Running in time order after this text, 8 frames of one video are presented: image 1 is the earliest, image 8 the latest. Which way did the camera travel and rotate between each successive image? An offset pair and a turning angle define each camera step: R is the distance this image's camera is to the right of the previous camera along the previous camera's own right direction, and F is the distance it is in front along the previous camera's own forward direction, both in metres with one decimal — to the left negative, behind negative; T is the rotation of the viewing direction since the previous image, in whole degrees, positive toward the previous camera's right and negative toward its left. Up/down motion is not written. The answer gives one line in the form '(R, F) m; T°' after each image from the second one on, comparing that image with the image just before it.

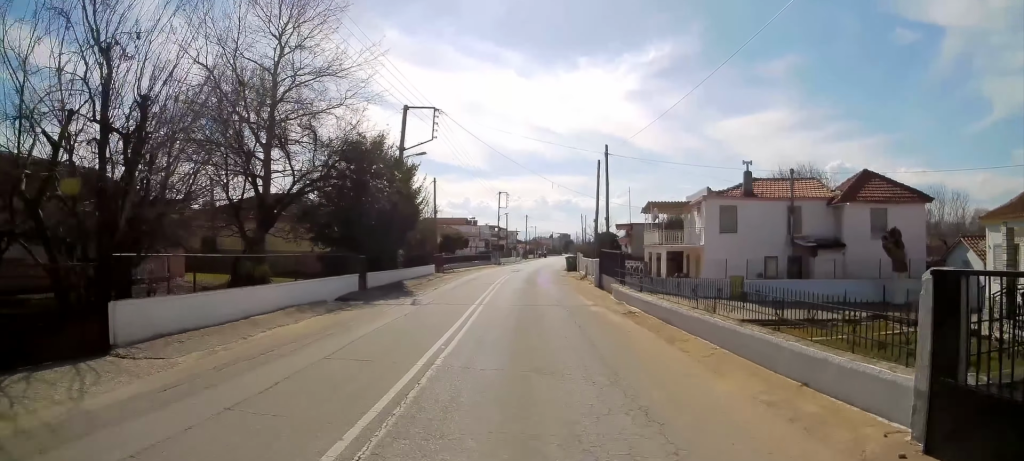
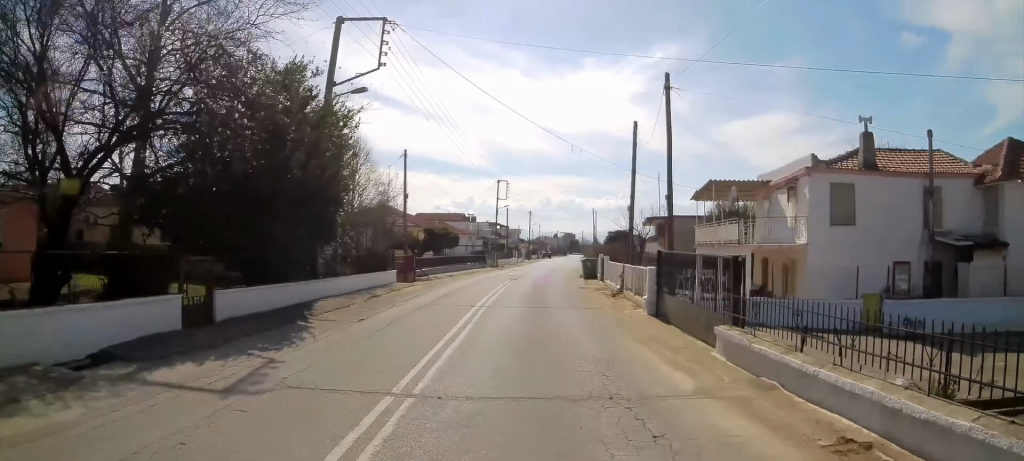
(-0.1, +10.9) m; 0°
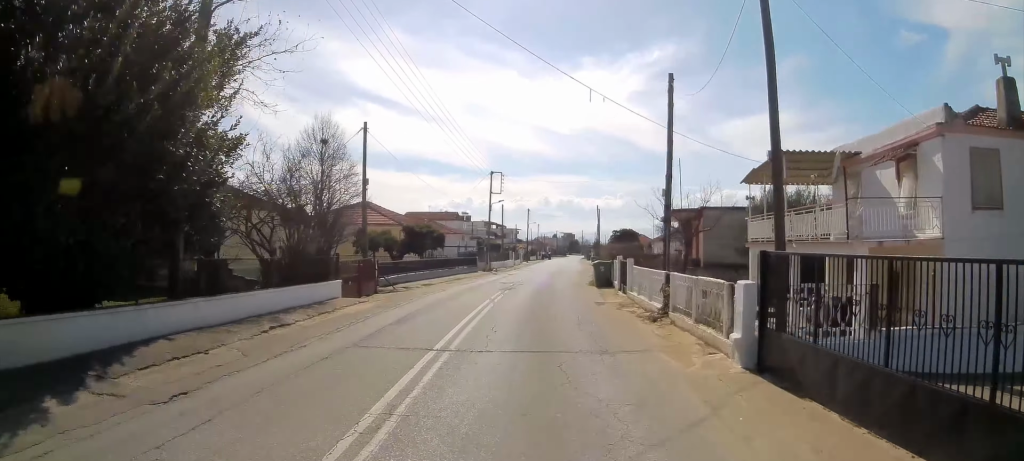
(+0.1, +6.9) m; 0°
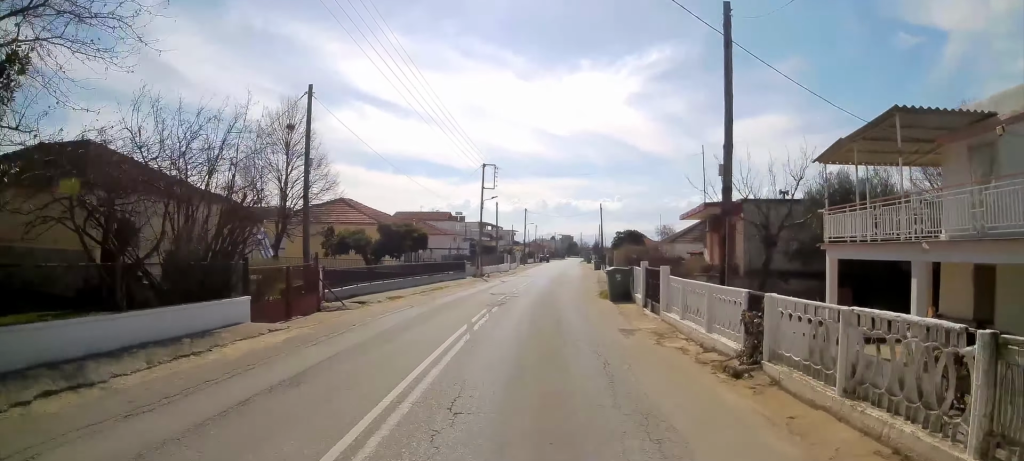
(-0.1, +5.7) m; 0°
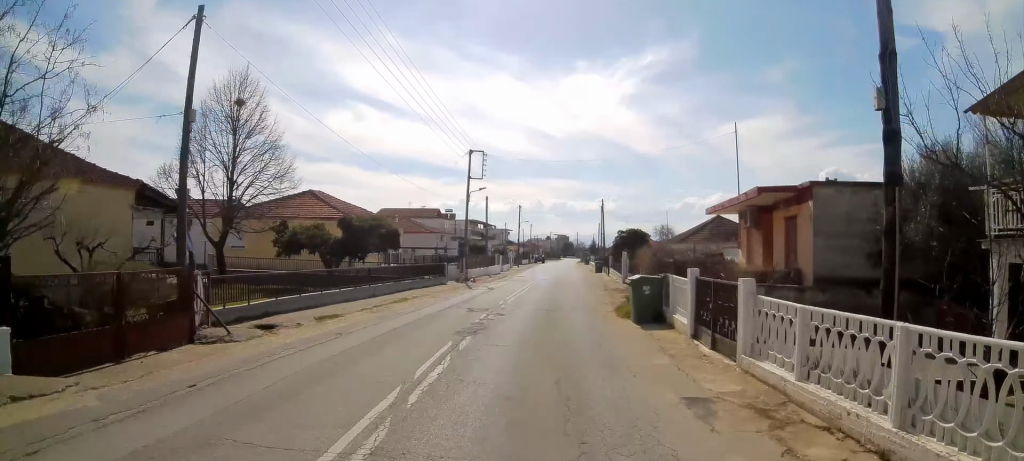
(-0.2, +6.2) m; 0°
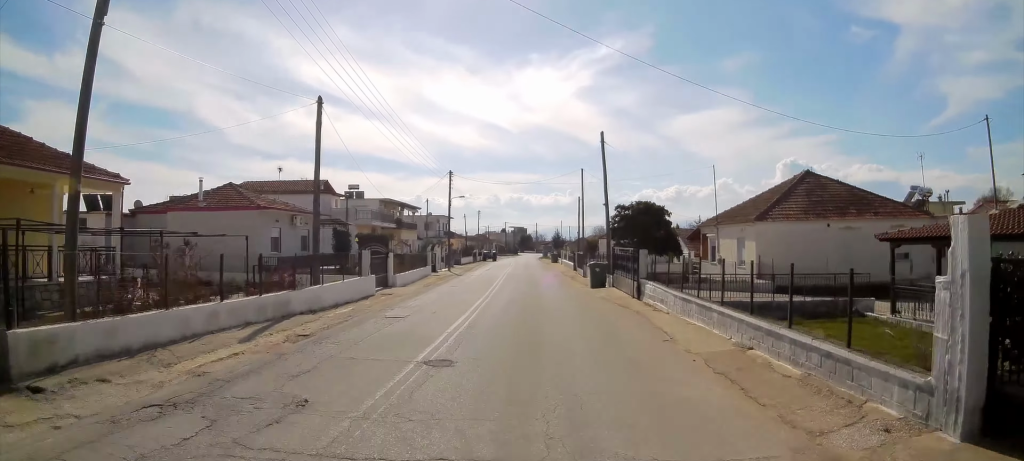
(+1.1, +30.8) m; +3°
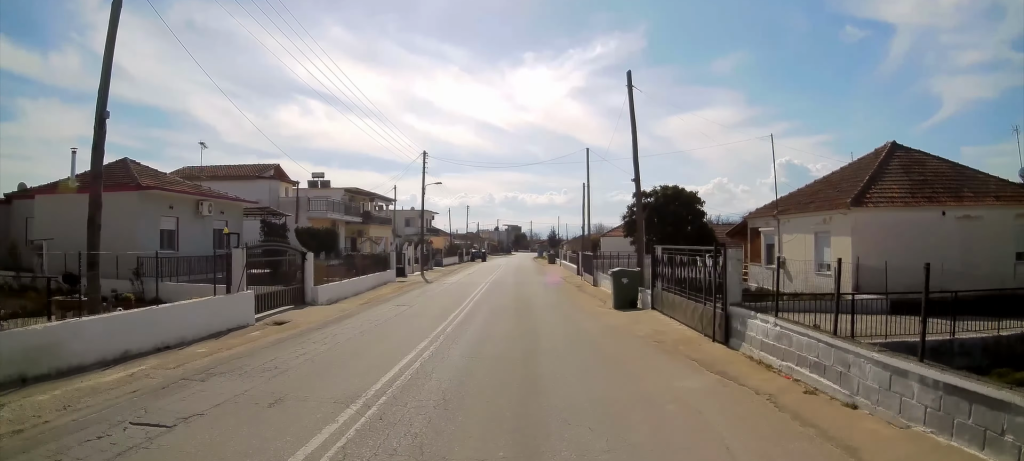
(+0.1, +9.8) m; +1°
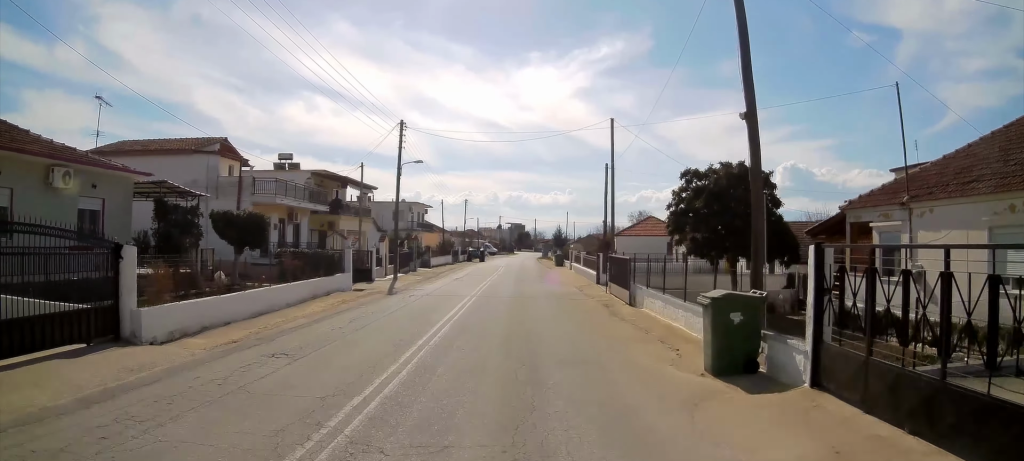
(0.0, +9.3) m; +1°
